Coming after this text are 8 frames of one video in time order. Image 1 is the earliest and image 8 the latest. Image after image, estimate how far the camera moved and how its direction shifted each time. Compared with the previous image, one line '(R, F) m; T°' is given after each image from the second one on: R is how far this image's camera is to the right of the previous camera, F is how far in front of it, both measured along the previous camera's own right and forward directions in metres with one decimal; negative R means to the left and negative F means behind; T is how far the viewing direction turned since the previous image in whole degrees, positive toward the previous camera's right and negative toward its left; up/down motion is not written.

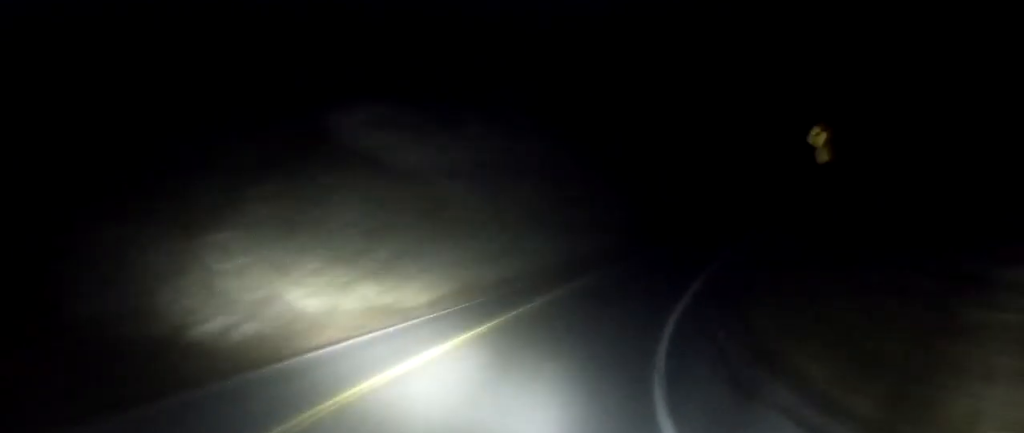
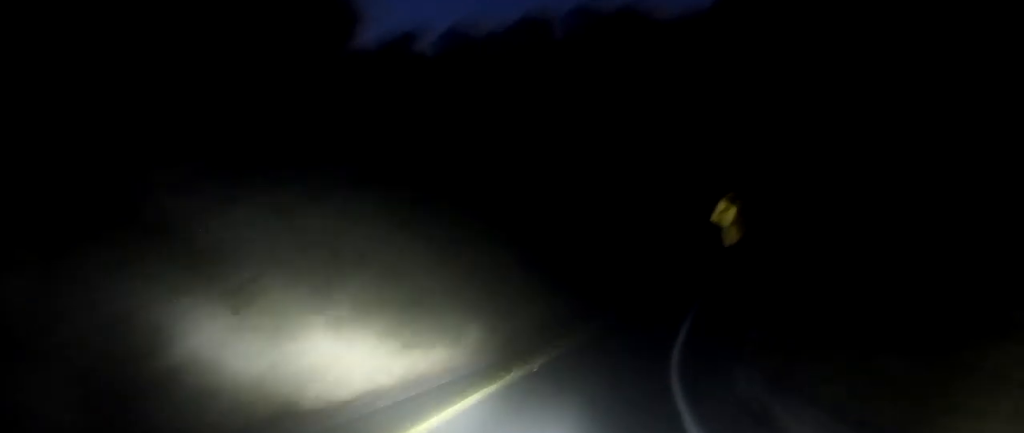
(+1.0, +5.8) m; +12°
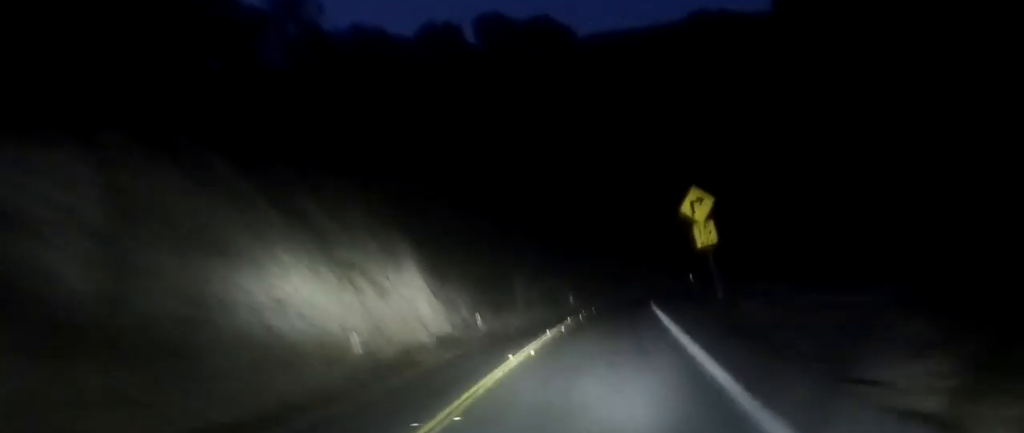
(+0.5, +6.4) m; +6°
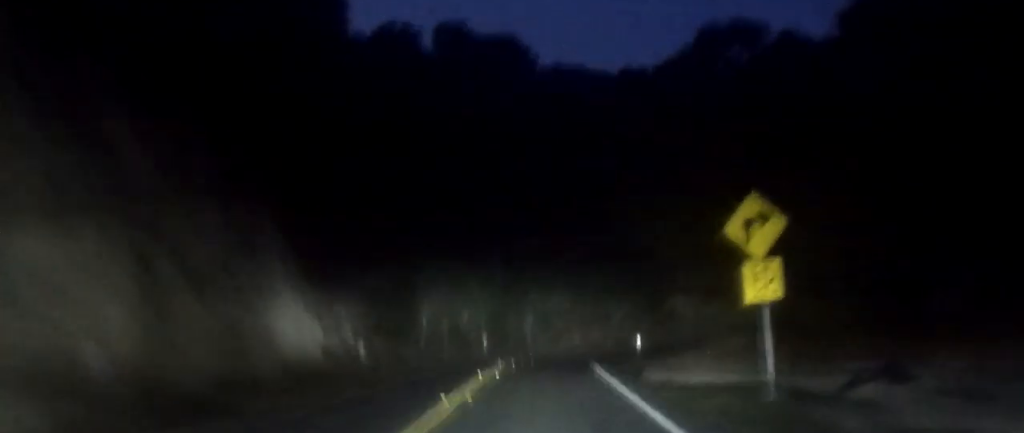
(+0.6, +9.0) m; +9°
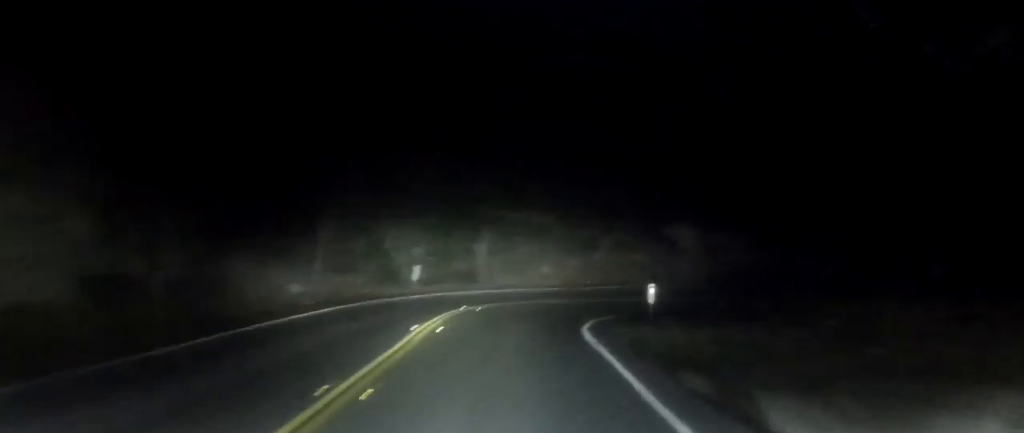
(+1.7, +13.2) m; +12°
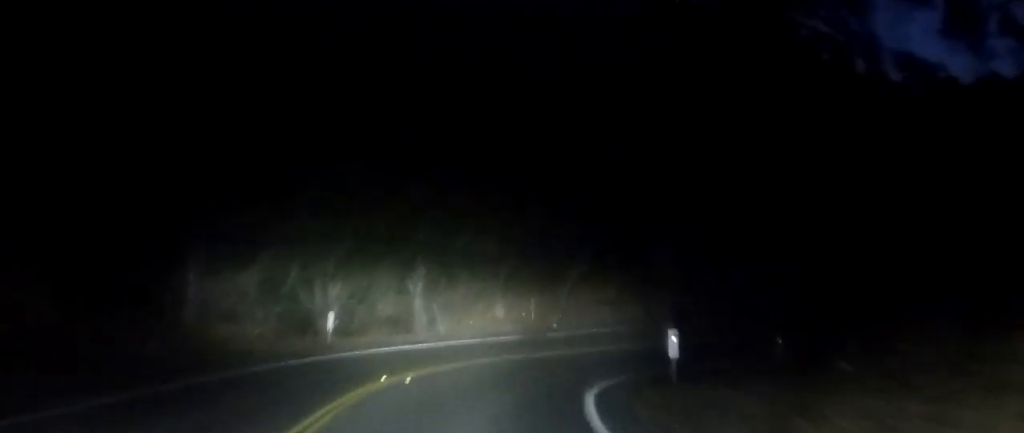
(+0.3, +8.6) m; +8°
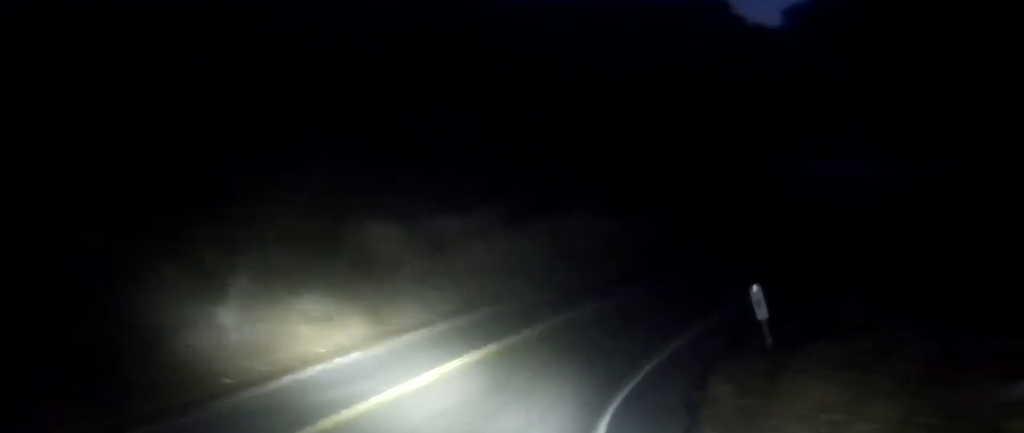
(+3.1, +15.7) m; +32°
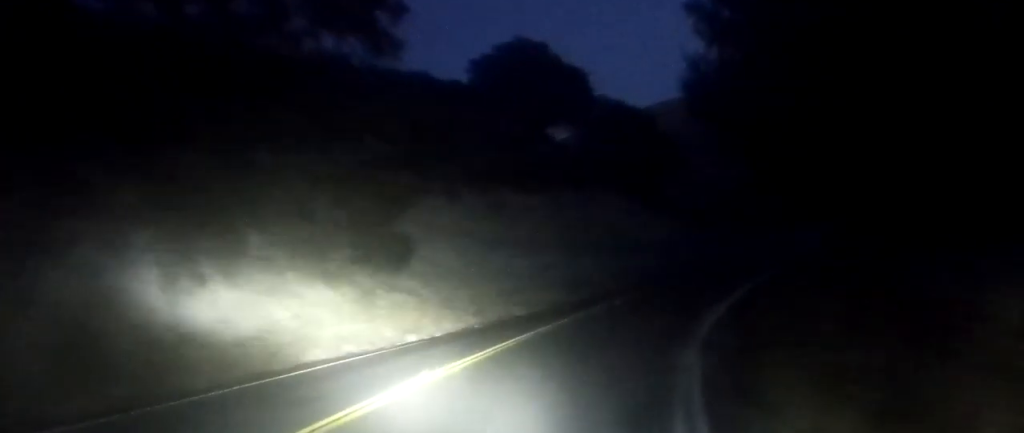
(+5.8, +12.9) m; +39°
